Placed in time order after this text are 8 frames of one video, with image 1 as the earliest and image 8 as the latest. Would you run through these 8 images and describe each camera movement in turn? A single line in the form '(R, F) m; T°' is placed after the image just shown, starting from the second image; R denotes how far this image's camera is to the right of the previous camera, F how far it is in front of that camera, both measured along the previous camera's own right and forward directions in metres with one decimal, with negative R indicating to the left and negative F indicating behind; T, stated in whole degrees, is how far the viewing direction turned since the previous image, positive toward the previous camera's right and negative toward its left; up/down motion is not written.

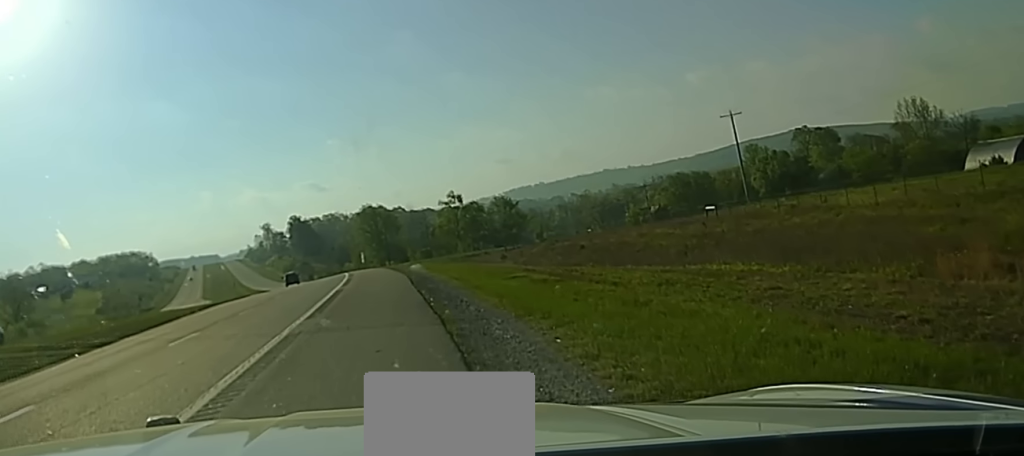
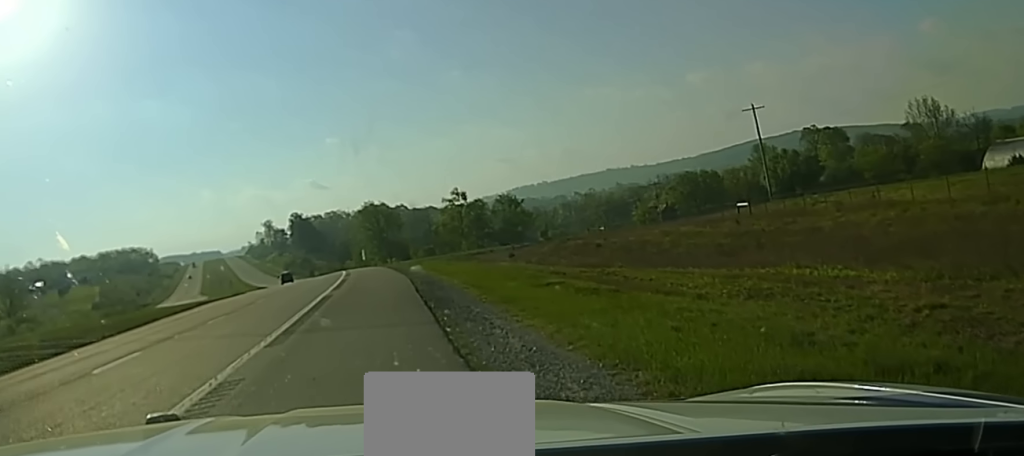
(-0.3, +5.5) m; +2°
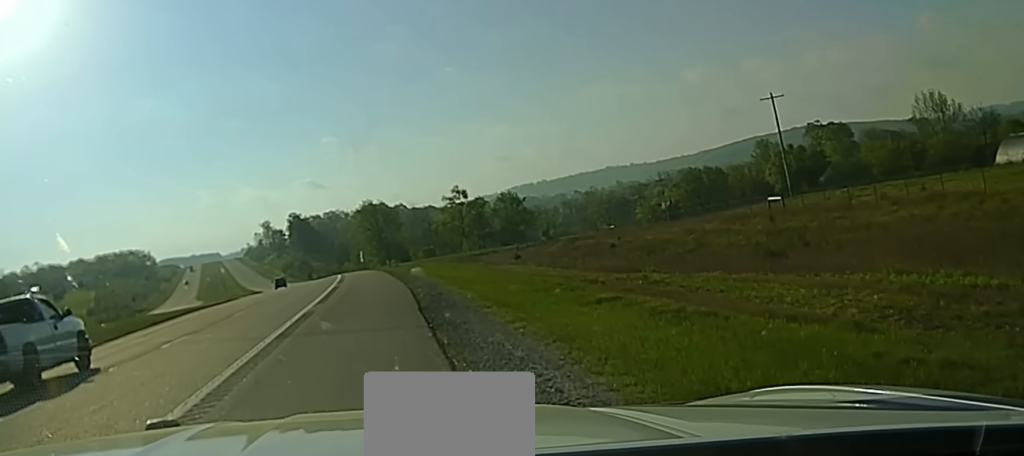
(+0.4, +4.8) m; +3°
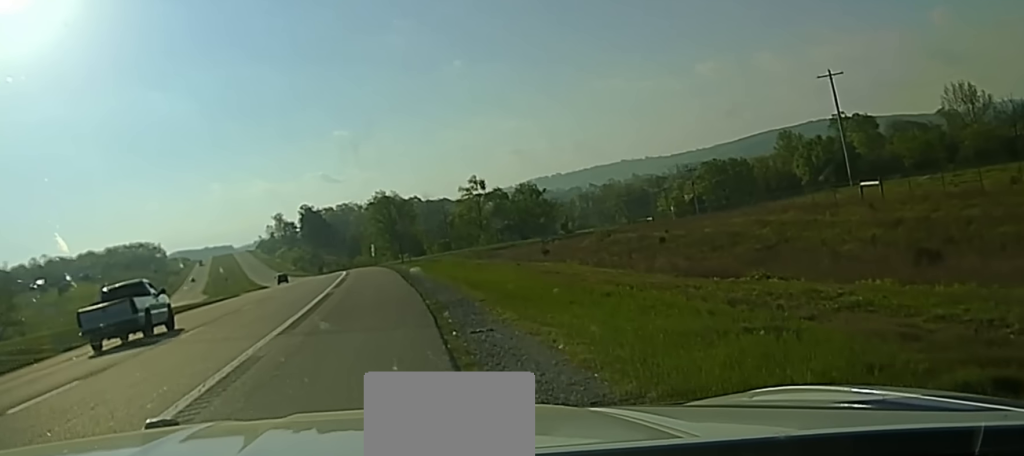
(-0.5, +9.9) m; -6°
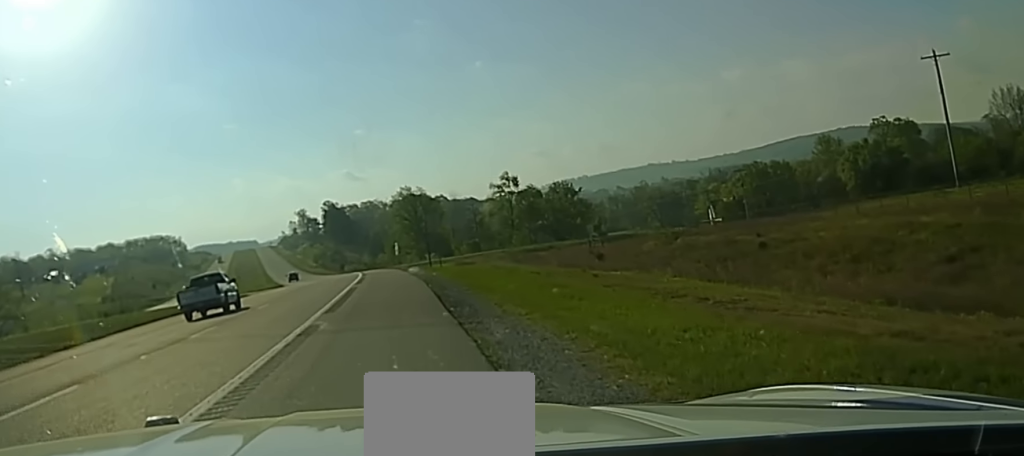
(-0.2, +12.8) m; 0°
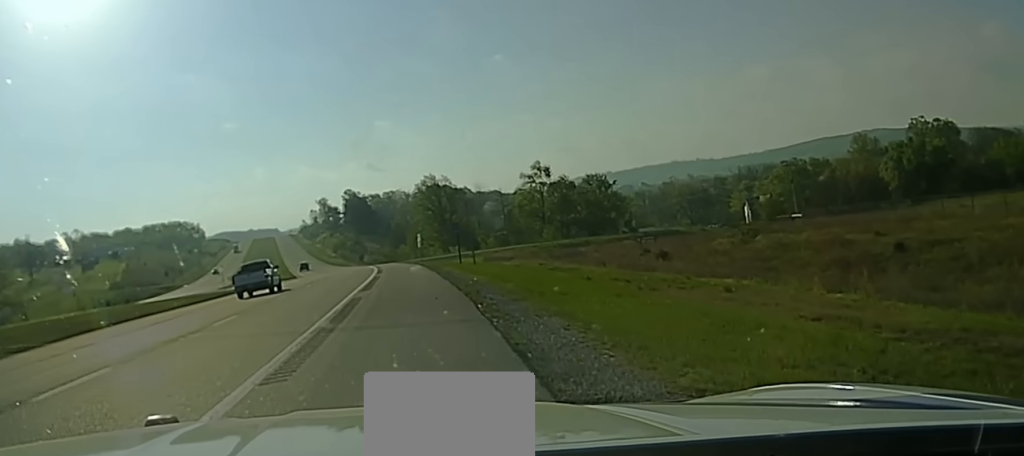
(-0.1, +11.2) m; -1°
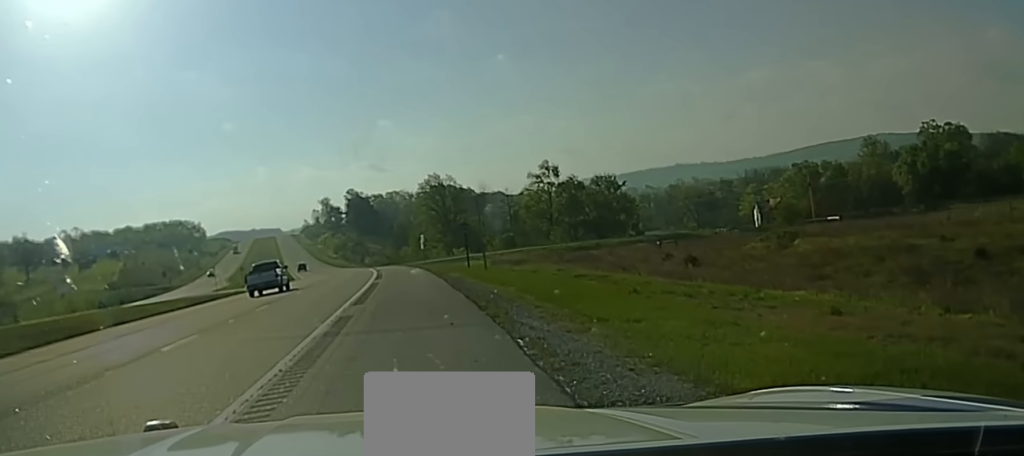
(0.0, +5.3) m; 0°
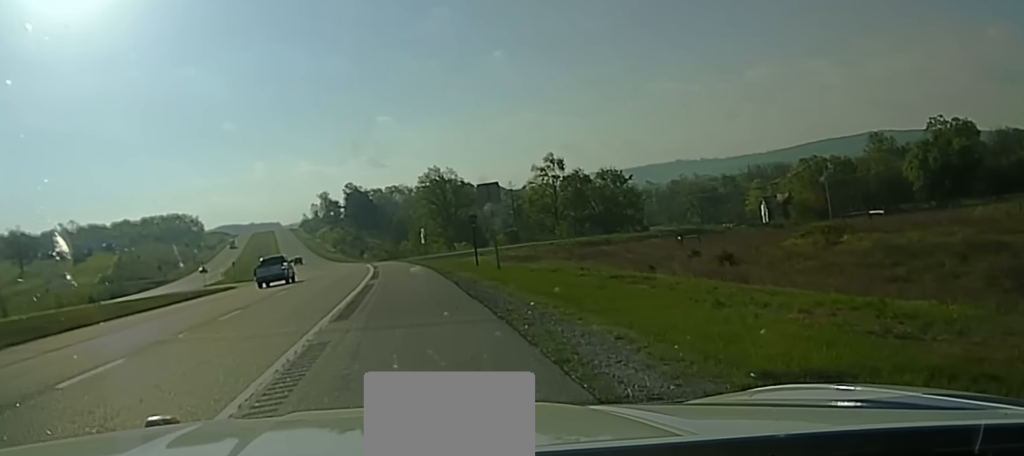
(0.0, +5.8) m; +1°
